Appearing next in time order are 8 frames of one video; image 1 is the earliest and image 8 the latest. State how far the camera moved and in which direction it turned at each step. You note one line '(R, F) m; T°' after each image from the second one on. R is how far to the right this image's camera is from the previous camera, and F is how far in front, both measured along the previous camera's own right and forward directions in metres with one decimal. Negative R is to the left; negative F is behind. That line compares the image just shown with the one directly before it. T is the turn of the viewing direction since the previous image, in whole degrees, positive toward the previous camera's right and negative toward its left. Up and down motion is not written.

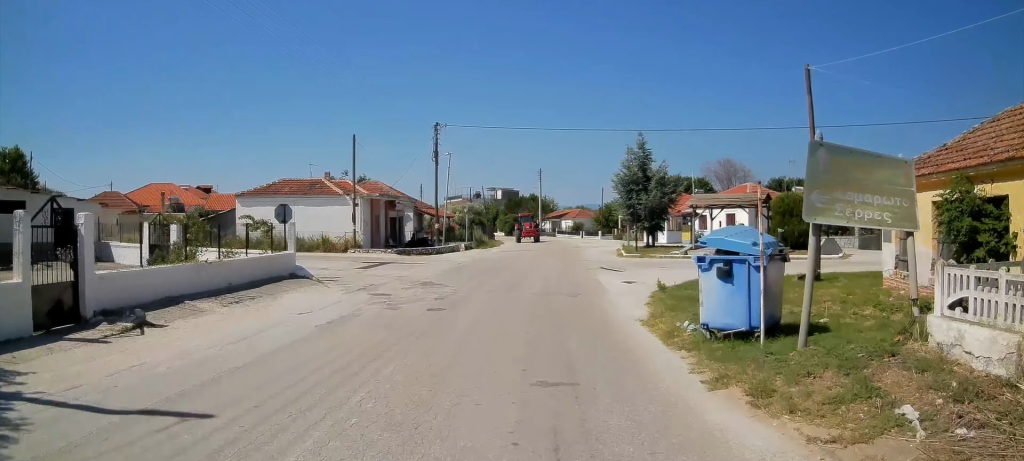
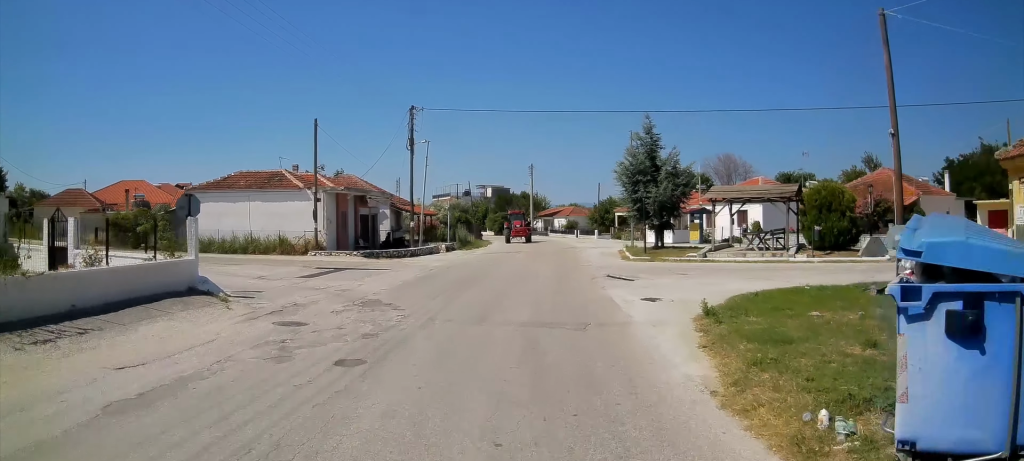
(0.0, +5.6) m; 0°
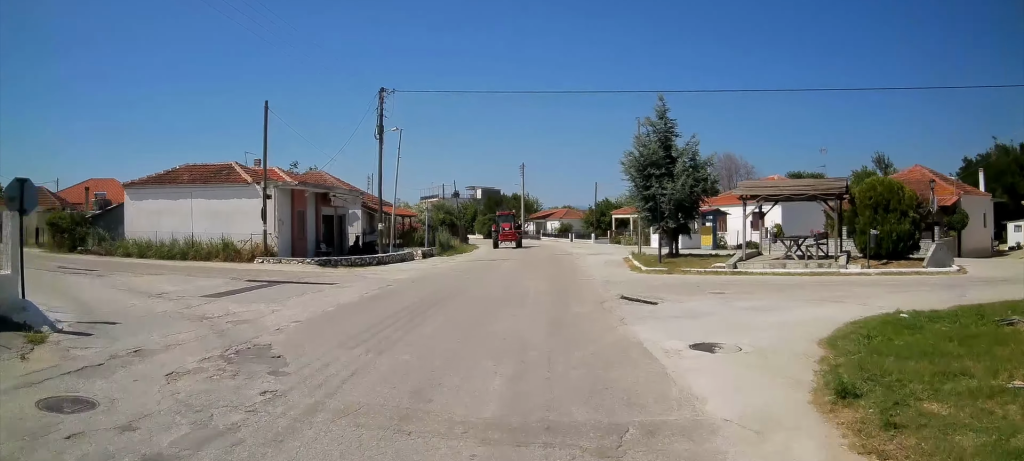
(+0.1, +5.7) m; +1°
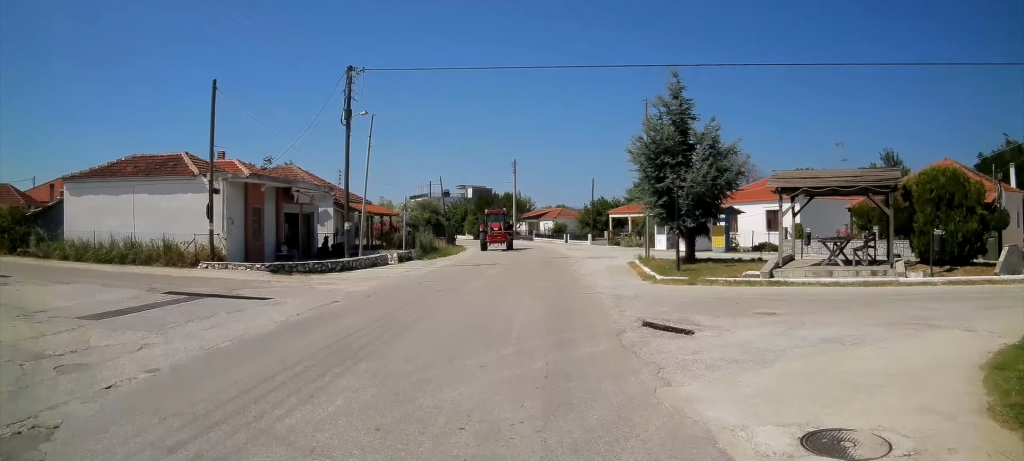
(0.0, +4.6) m; 0°
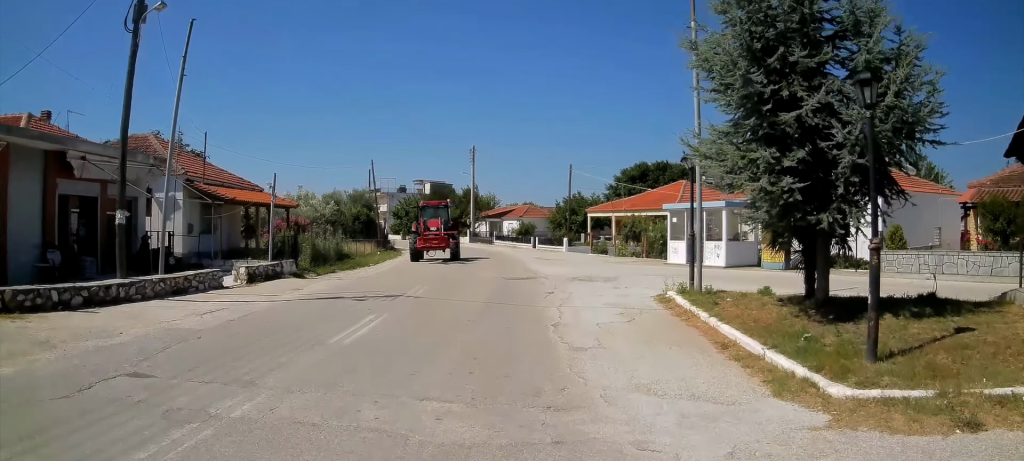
(+0.3, +15.3) m; +4°
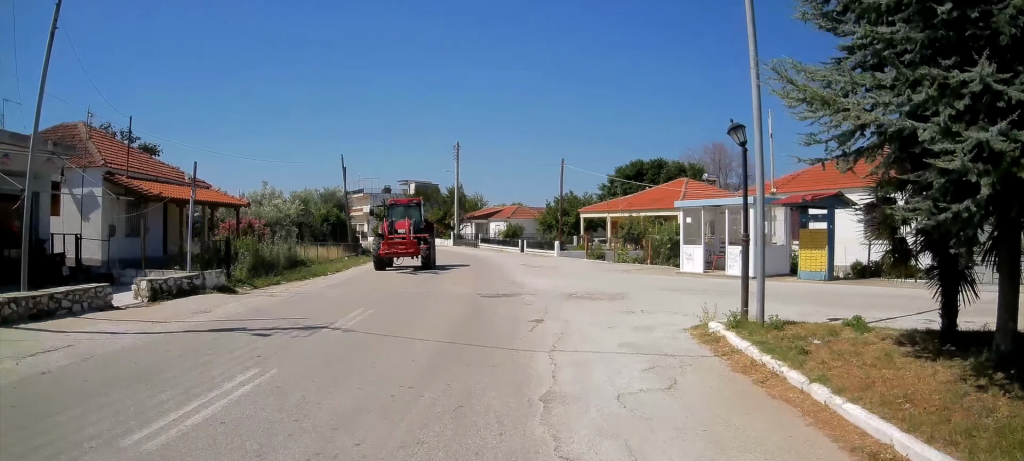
(+0.3, +5.7) m; 0°
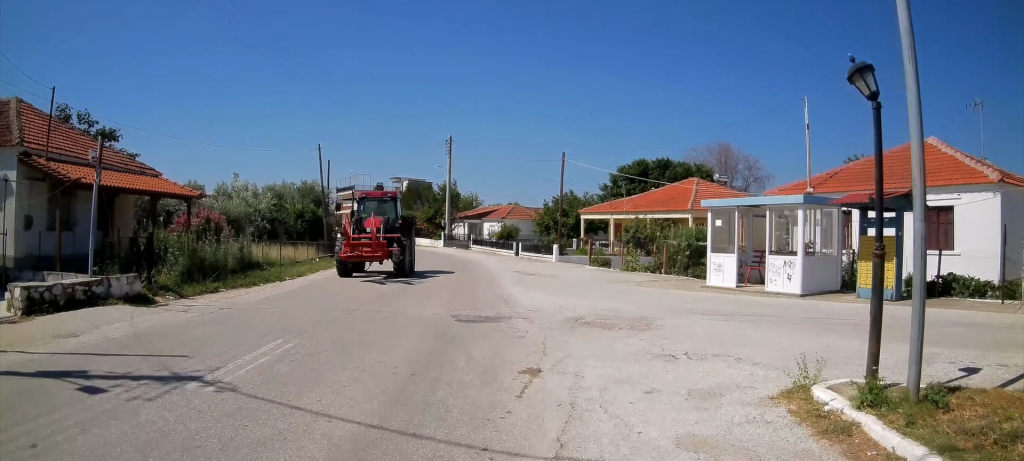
(-0.2, +5.3) m; -2°
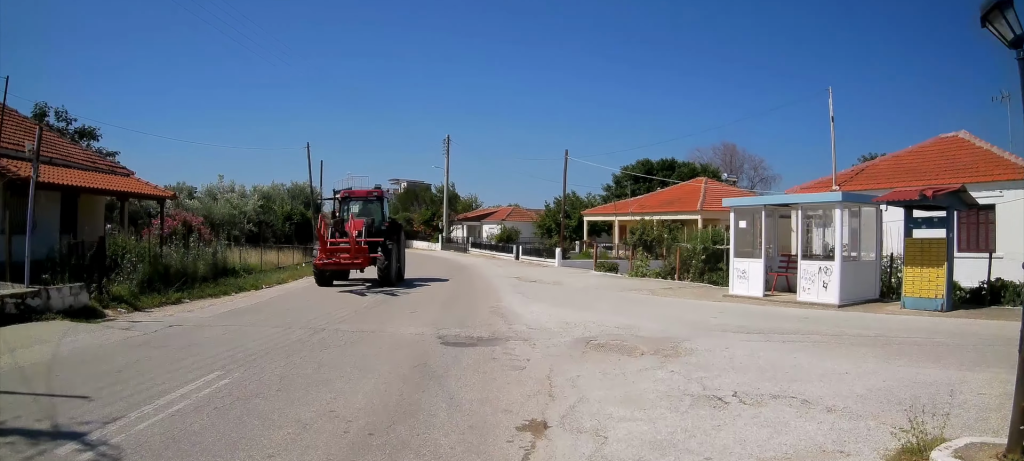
(0.0, +2.8) m; -1°
